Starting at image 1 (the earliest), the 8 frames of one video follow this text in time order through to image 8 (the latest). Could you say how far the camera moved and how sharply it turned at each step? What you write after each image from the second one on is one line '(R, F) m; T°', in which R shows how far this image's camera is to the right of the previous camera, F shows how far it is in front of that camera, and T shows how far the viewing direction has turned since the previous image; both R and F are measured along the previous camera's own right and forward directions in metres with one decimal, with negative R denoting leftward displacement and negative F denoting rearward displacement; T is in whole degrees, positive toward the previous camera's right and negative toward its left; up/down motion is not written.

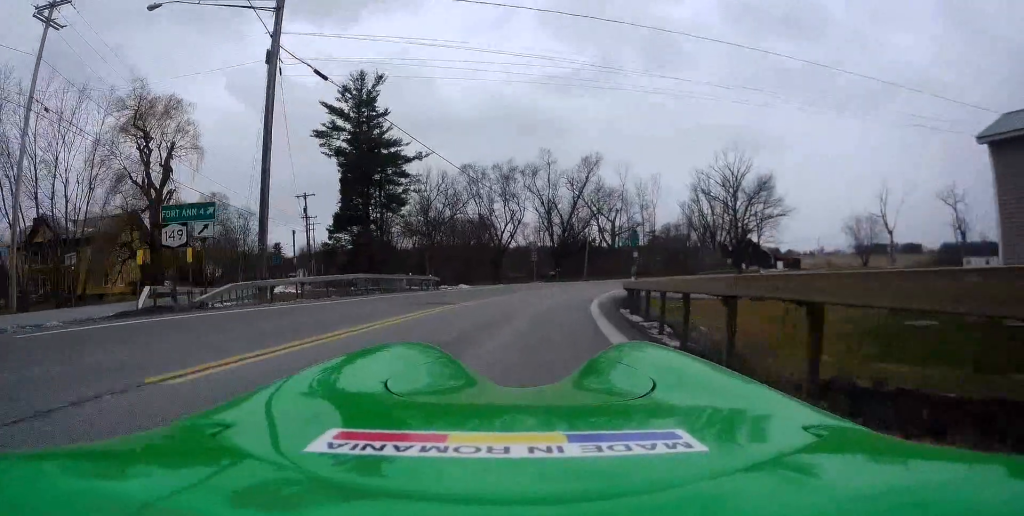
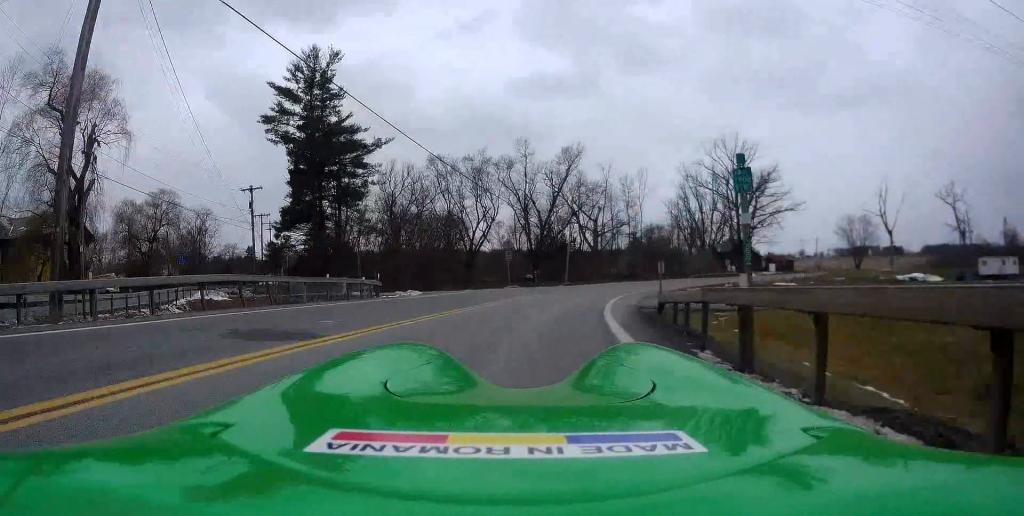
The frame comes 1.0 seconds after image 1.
(+1.0, +9.2) m; +5°
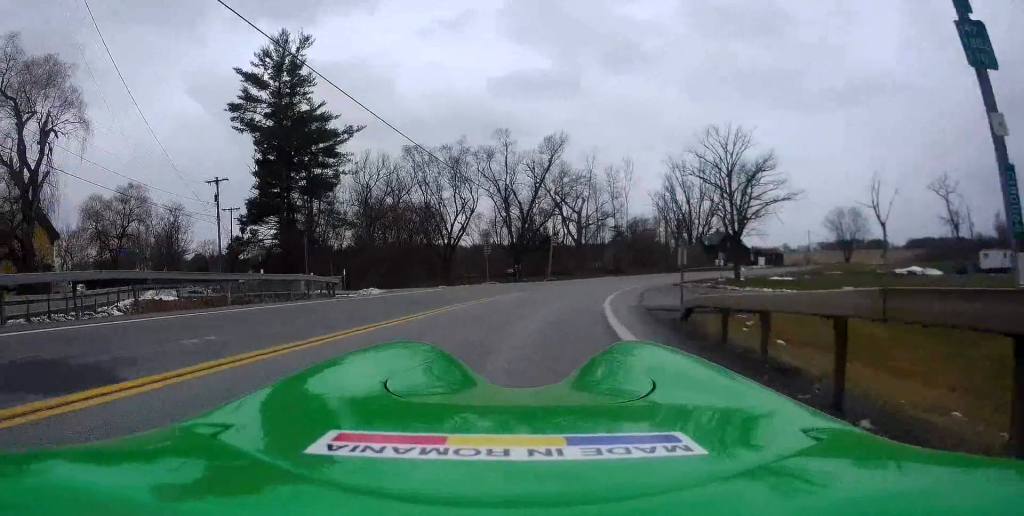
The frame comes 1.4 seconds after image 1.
(-0.2, +4.0) m; +1°
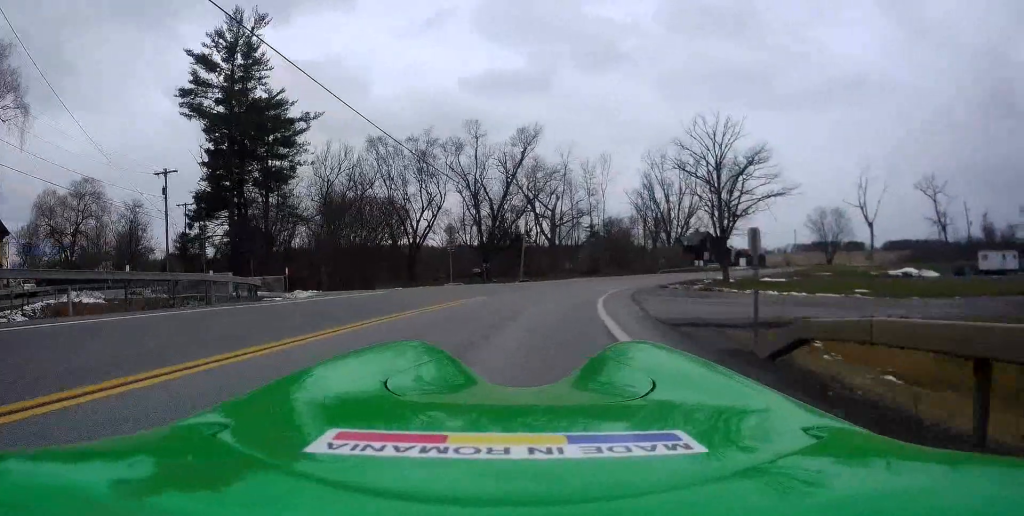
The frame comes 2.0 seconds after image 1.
(0.0, +5.5) m; +2°
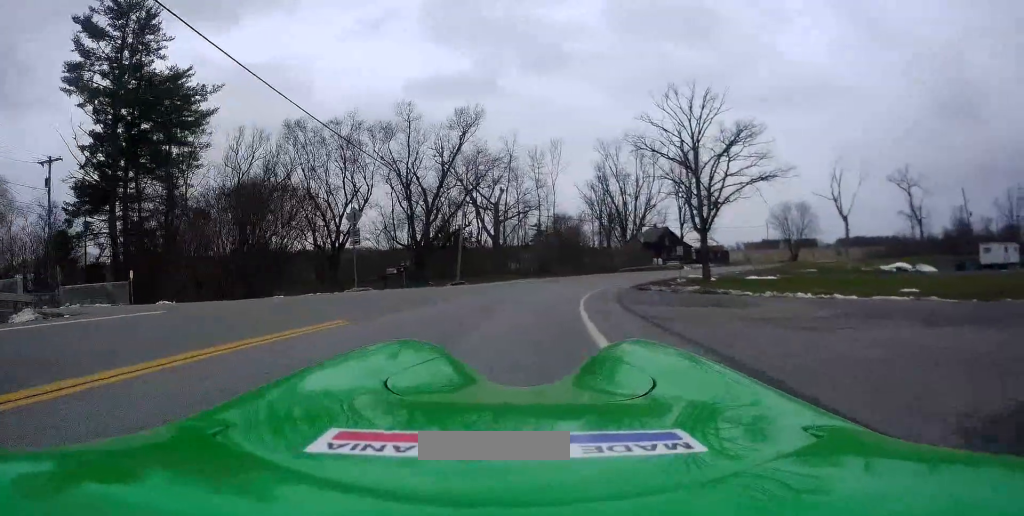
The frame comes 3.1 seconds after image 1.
(+0.9, +10.7) m; +8°
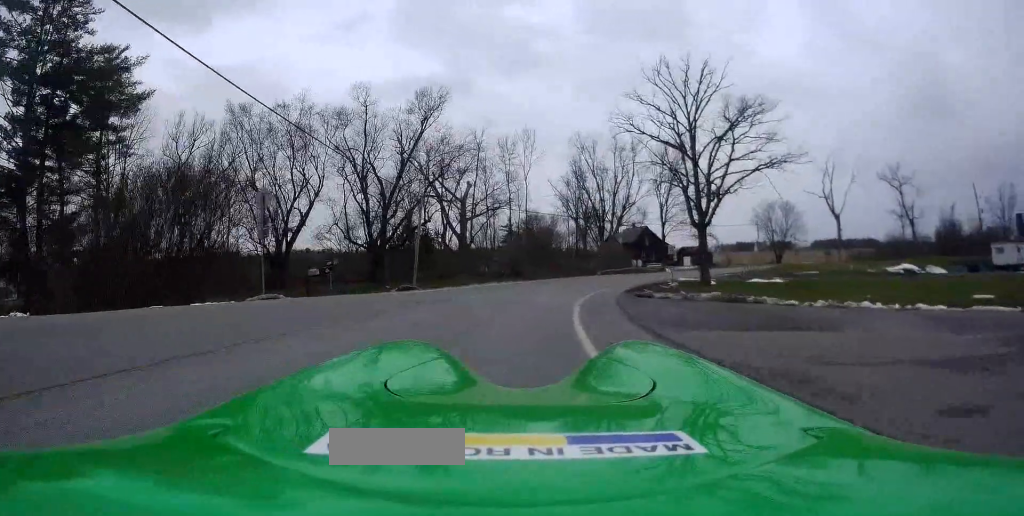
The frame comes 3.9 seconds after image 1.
(+0.3, +7.6) m; +3°
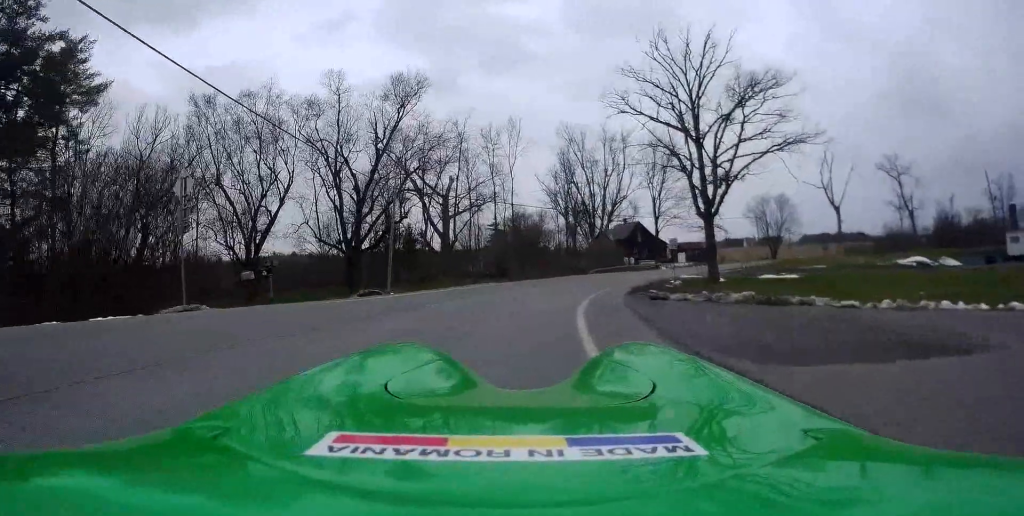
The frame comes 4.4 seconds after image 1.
(0.0, +4.8) m; +1°
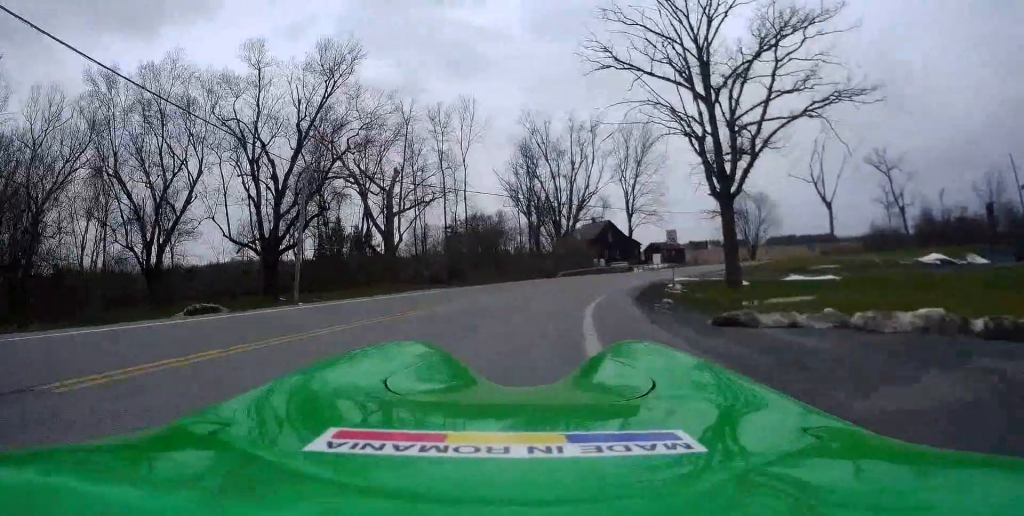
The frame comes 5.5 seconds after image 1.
(+0.3, +10.5) m; +3°
